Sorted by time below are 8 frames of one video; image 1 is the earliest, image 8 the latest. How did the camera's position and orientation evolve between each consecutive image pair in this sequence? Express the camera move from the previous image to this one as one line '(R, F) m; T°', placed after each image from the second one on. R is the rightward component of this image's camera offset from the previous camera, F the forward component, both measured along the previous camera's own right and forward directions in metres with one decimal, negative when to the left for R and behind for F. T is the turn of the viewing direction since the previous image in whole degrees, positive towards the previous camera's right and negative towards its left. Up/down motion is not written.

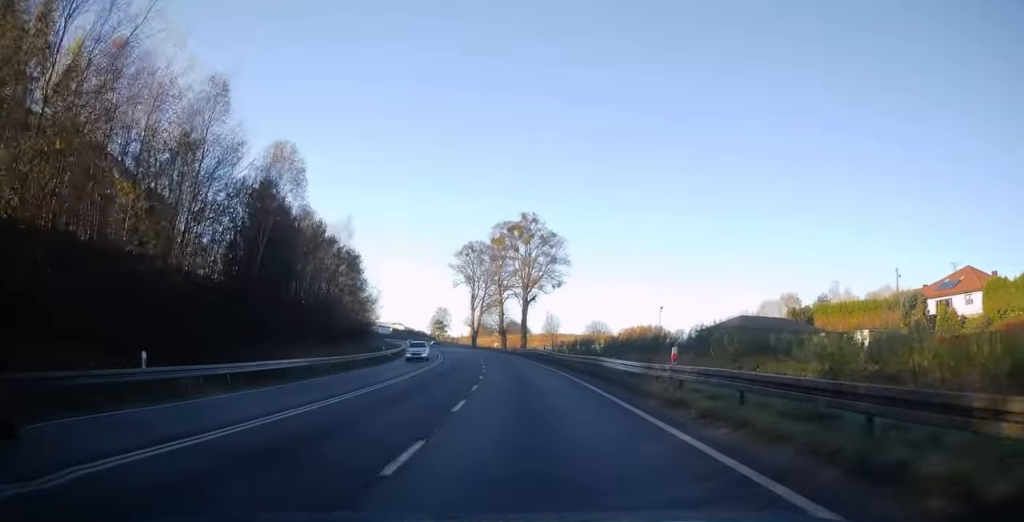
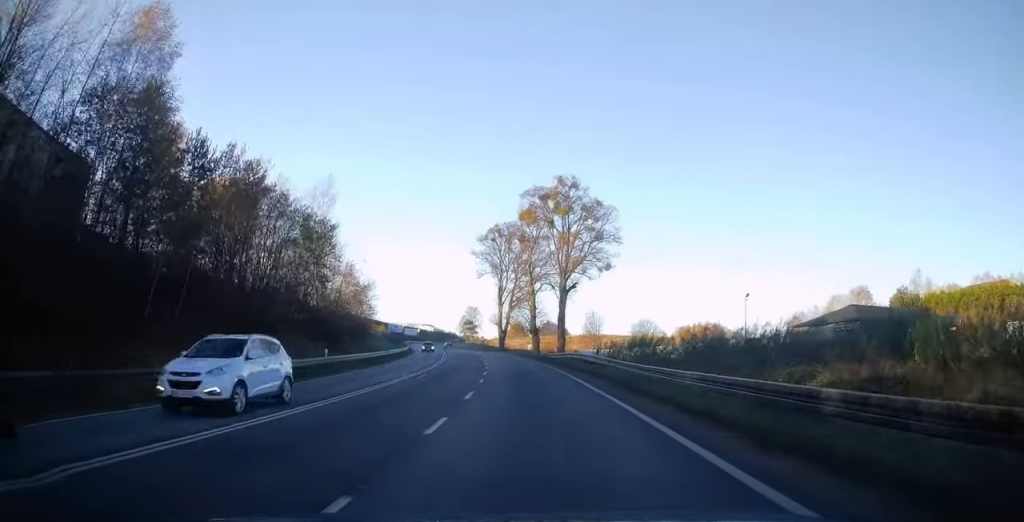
(-0.5, +21.5) m; -3°
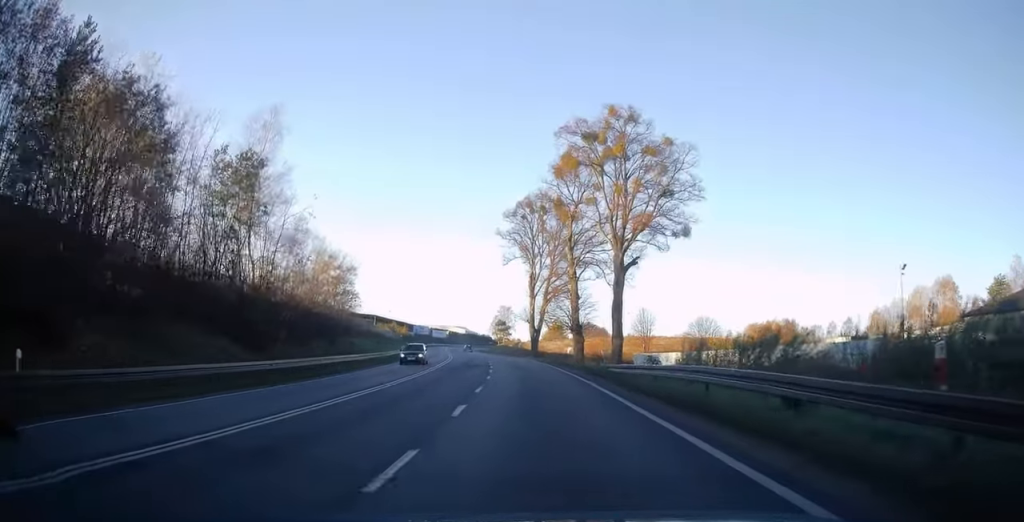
(-0.8, +22.3) m; -4°
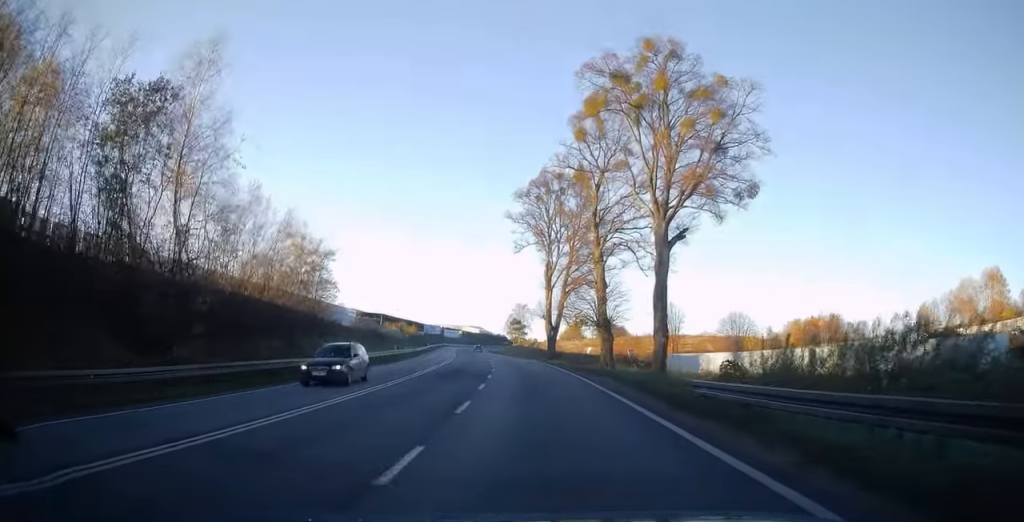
(-0.2, +11.8) m; -2°
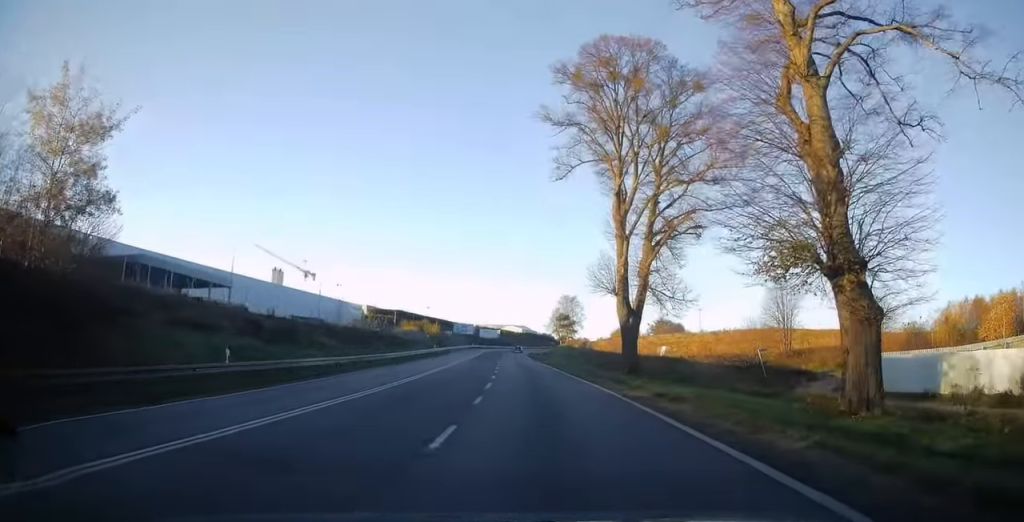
(-1.2, +34.7) m; -4°
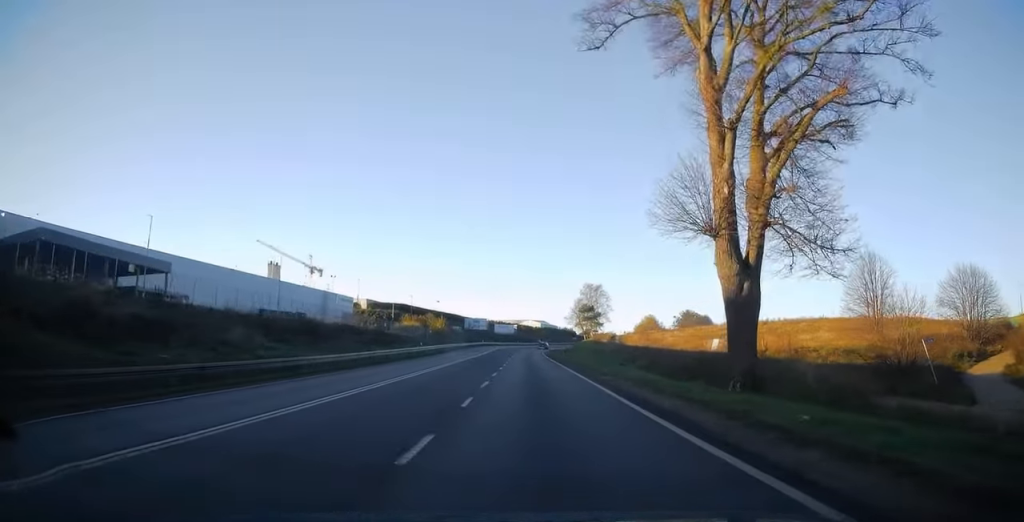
(-0.3, +19.2) m; -2°
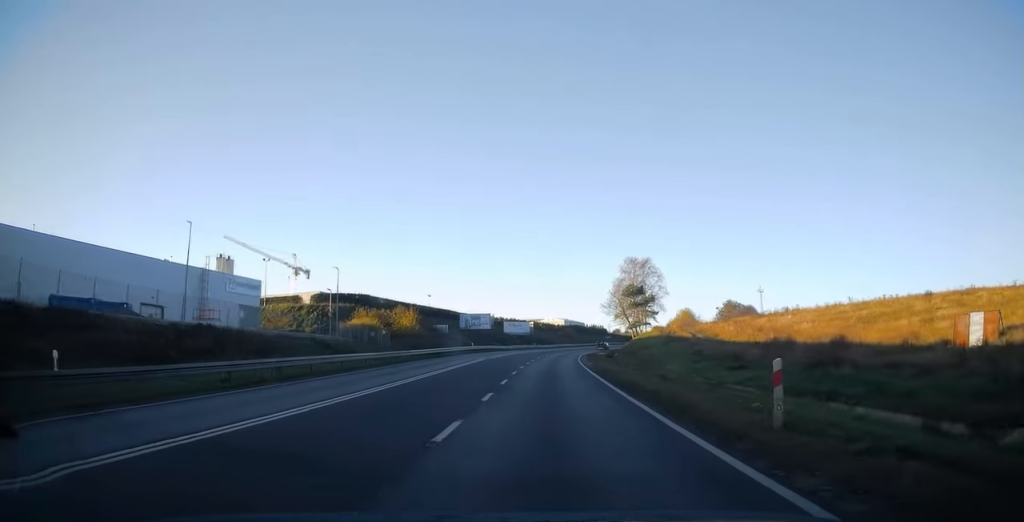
(-1.6, +47.2) m; -2°
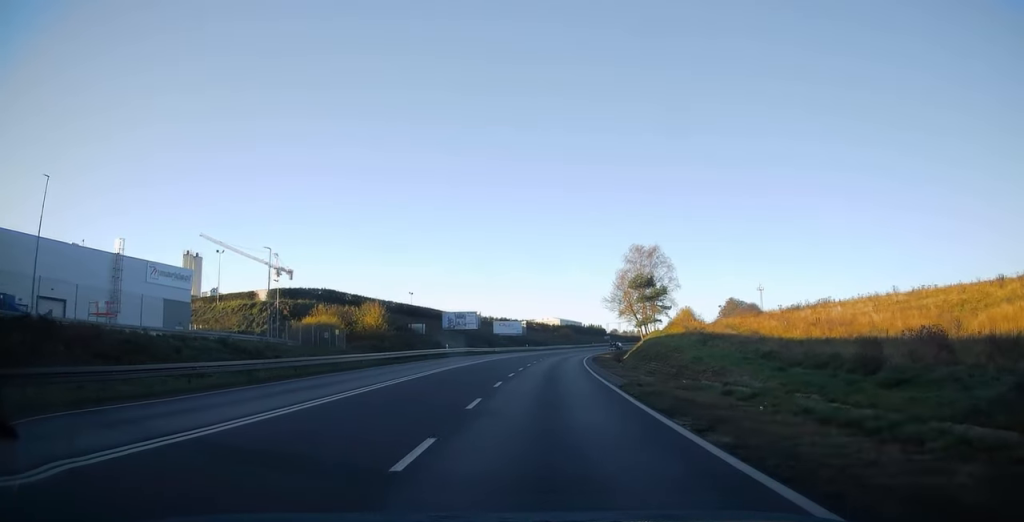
(+0.1, +14.3) m; +1°
